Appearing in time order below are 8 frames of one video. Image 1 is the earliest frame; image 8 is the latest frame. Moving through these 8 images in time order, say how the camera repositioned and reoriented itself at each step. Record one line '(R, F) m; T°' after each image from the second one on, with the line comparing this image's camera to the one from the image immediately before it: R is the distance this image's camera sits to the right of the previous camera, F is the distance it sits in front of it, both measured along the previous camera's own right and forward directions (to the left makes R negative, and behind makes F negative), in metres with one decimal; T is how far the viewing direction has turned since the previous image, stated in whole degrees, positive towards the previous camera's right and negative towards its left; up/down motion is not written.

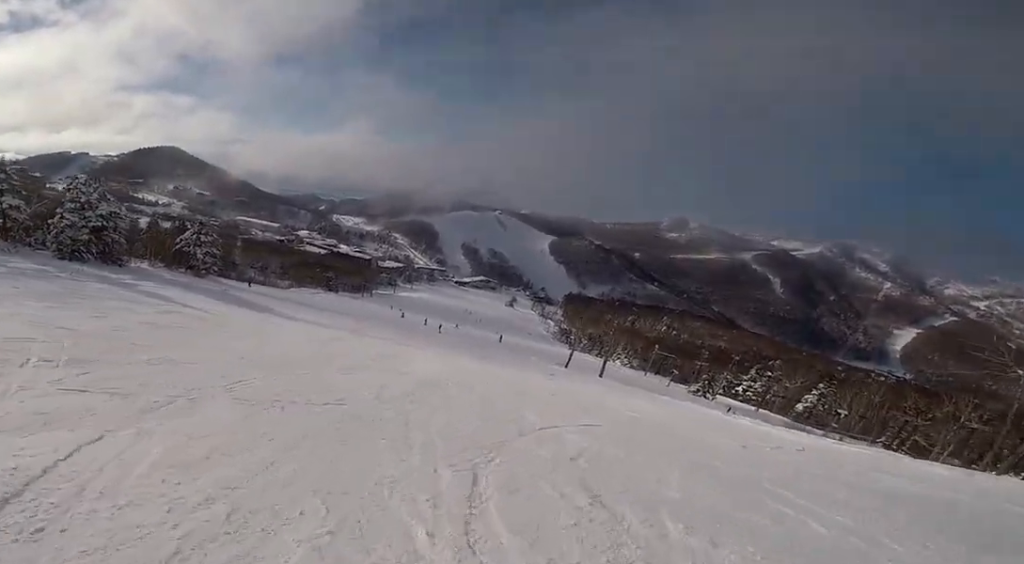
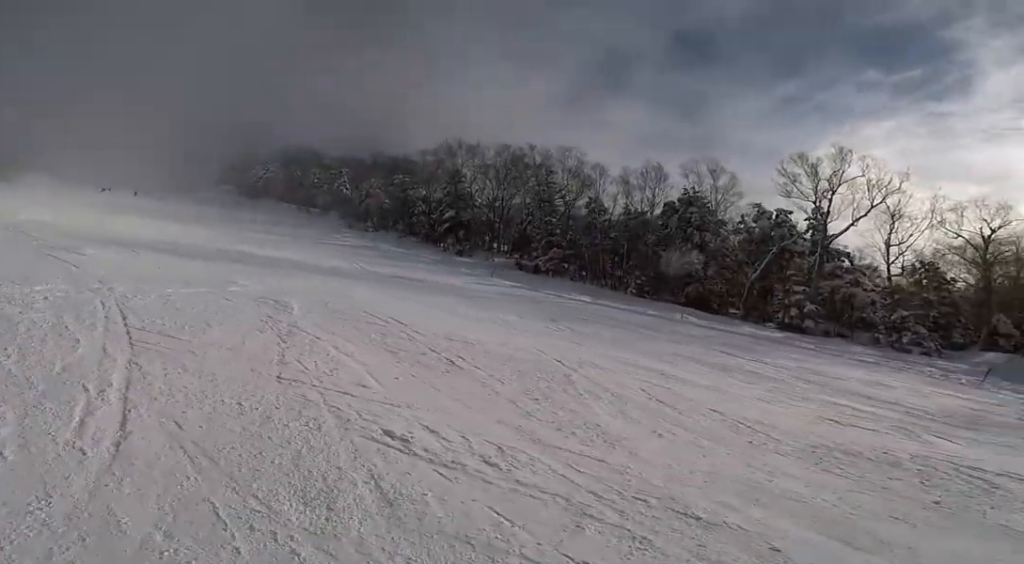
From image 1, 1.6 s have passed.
(-3.1, +13.4) m; -26°
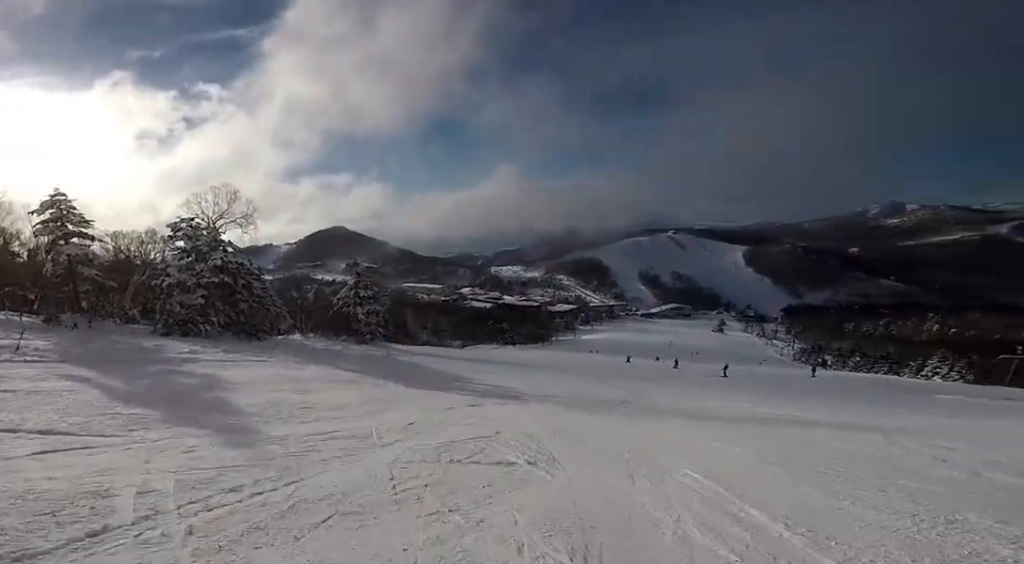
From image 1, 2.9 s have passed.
(+0.1, +10.6) m; +16°
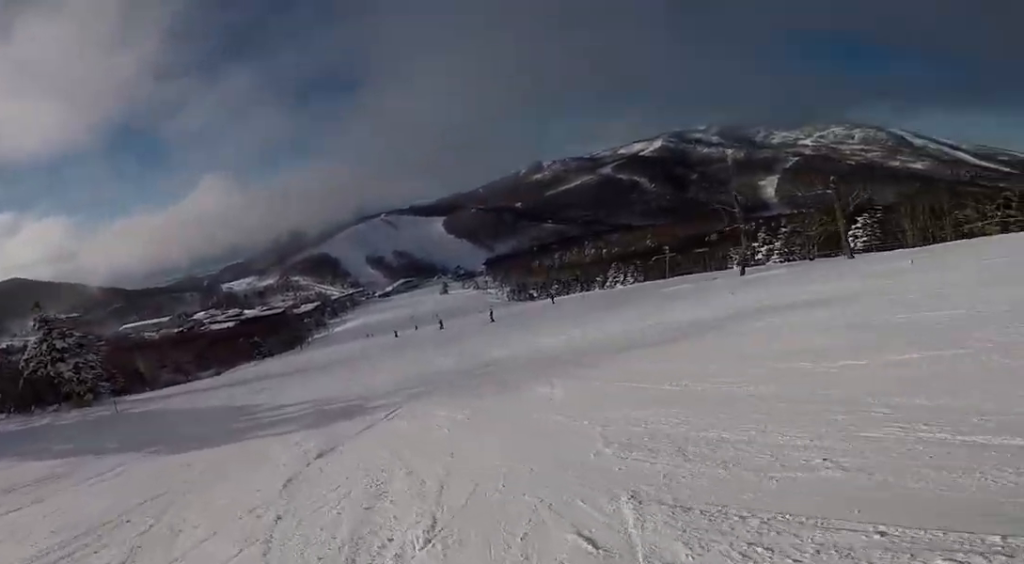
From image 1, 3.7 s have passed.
(+1.3, +6.2) m; +13°
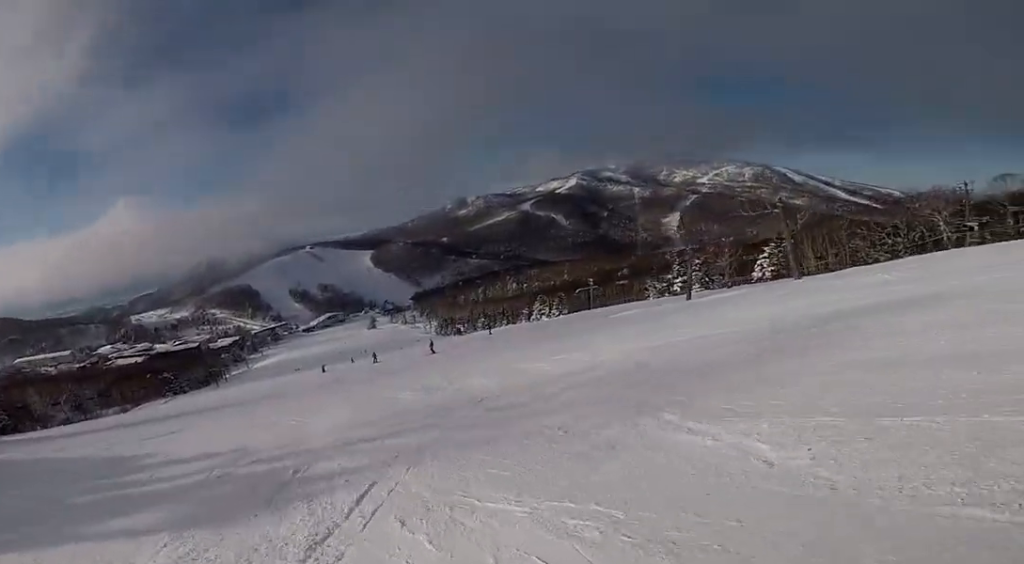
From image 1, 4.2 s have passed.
(+0.1, +4.2) m; +1°
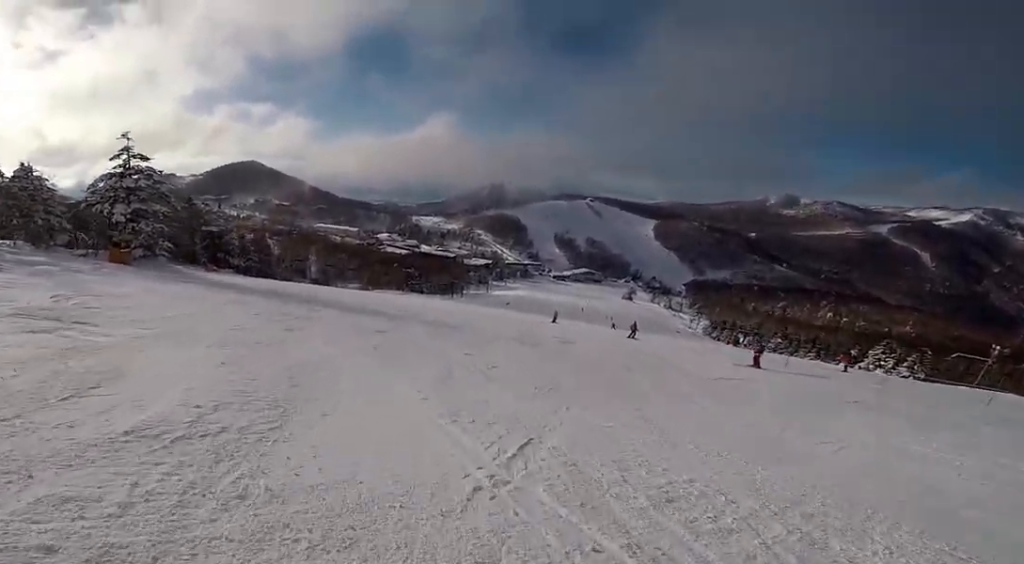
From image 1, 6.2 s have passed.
(-1.6, +16.3) m; -11°
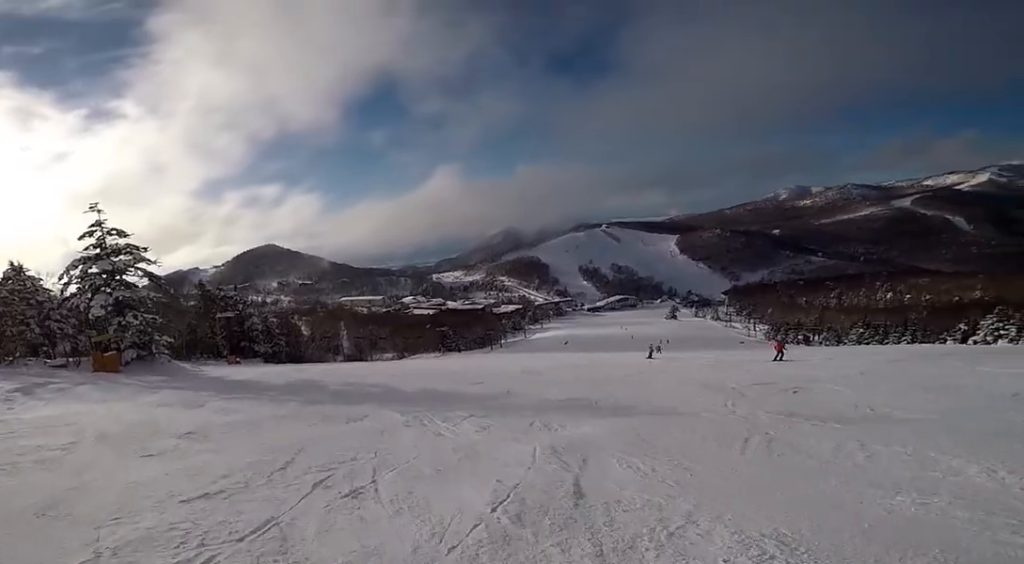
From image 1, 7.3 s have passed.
(+0.3, +9.9) m; +7°
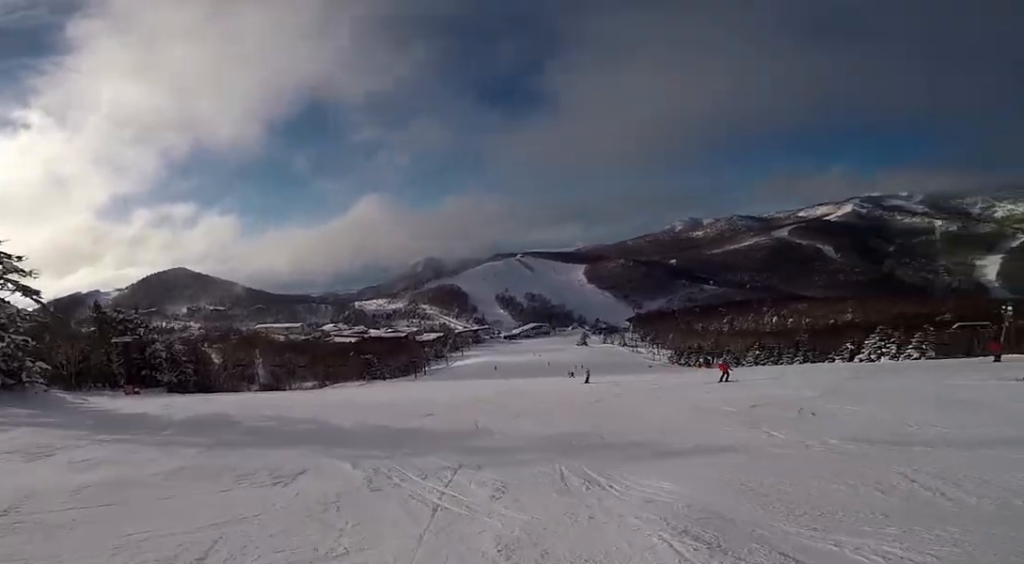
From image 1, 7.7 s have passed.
(+0.1, +3.5) m; +3°
